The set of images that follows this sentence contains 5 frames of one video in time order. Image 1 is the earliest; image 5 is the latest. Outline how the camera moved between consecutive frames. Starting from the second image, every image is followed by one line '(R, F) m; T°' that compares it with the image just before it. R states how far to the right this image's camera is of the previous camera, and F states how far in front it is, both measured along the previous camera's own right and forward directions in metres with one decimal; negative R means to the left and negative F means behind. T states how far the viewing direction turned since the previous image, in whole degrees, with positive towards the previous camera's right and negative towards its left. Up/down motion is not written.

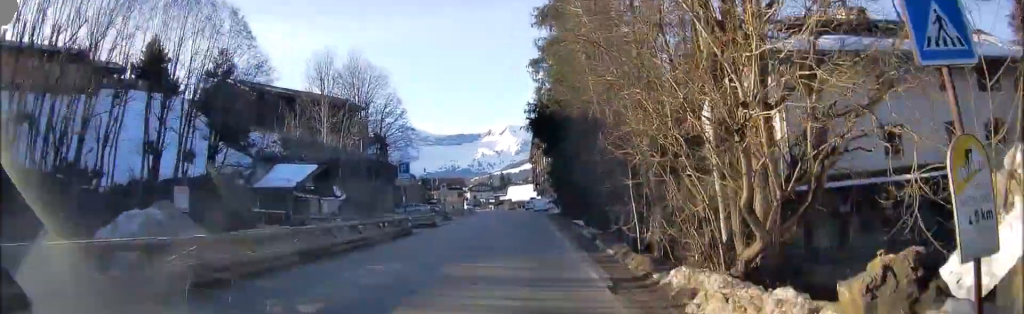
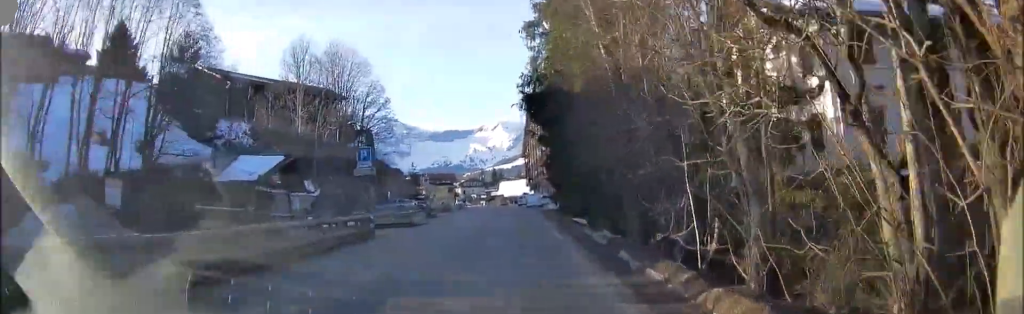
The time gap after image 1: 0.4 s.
(0.0, +5.3) m; 0°
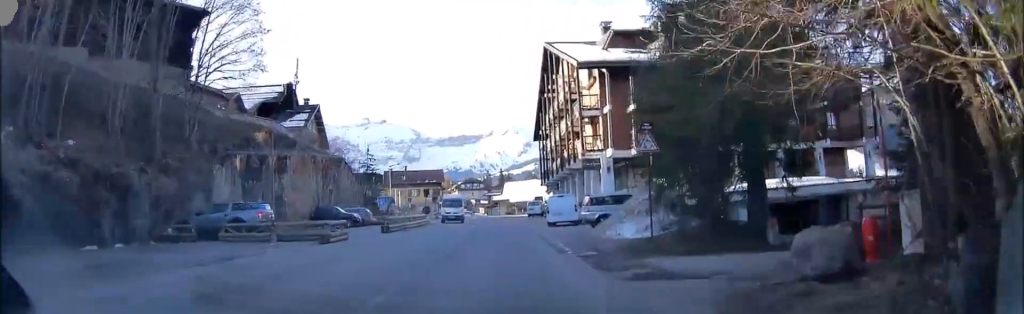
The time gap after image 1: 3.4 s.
(+0.2, +39.3) m; -1°
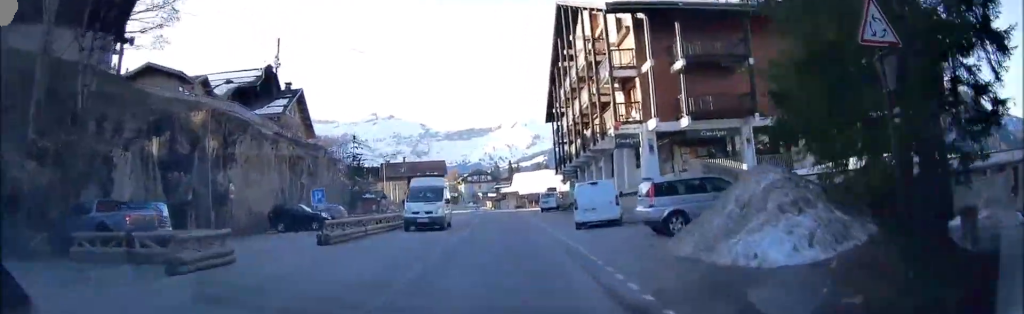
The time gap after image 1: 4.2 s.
(-0.1, +10.7) m; -1°
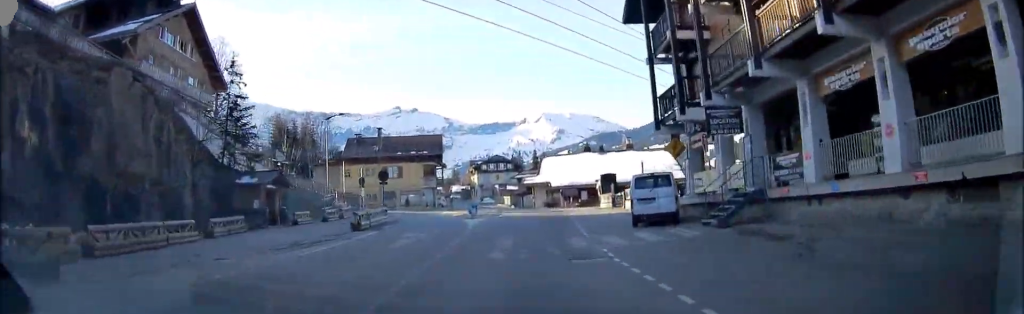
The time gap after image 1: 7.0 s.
(-0.9, +36.0) m; -2°
